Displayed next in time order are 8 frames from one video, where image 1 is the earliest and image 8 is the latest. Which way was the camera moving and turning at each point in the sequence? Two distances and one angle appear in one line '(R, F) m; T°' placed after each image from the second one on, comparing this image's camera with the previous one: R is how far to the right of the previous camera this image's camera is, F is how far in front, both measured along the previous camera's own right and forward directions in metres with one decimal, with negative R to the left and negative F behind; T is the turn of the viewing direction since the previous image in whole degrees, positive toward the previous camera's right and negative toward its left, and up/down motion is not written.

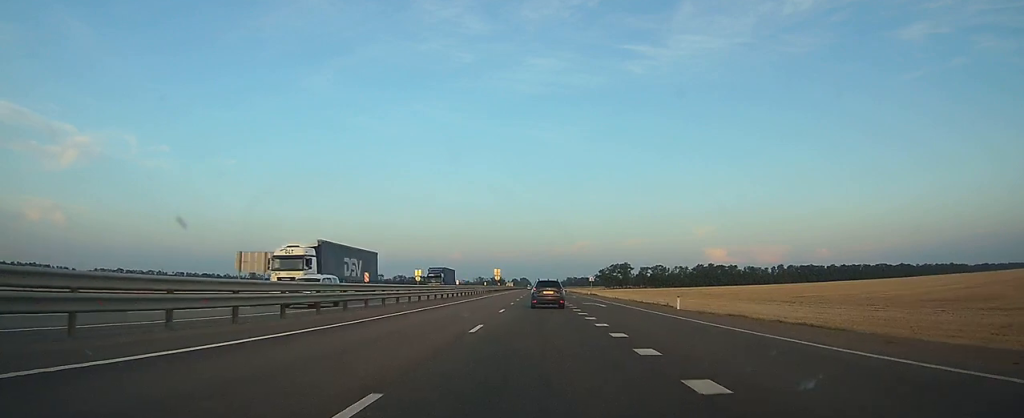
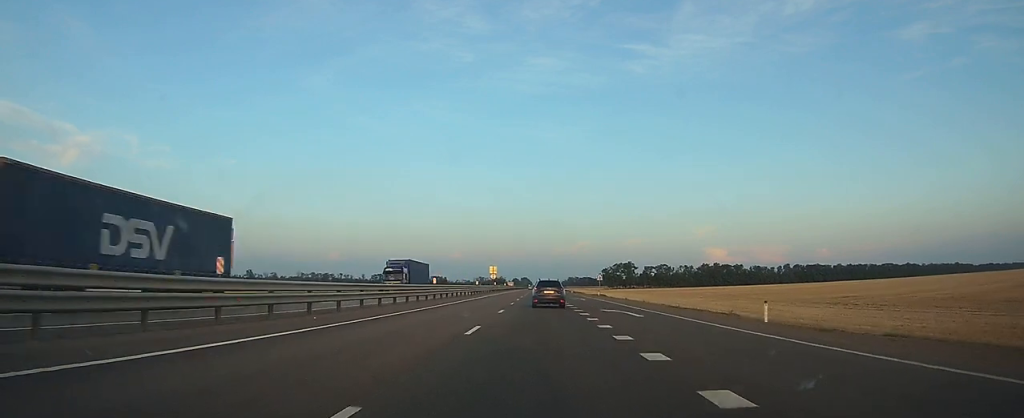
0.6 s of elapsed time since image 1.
(0.0, +12.7) m; 0°
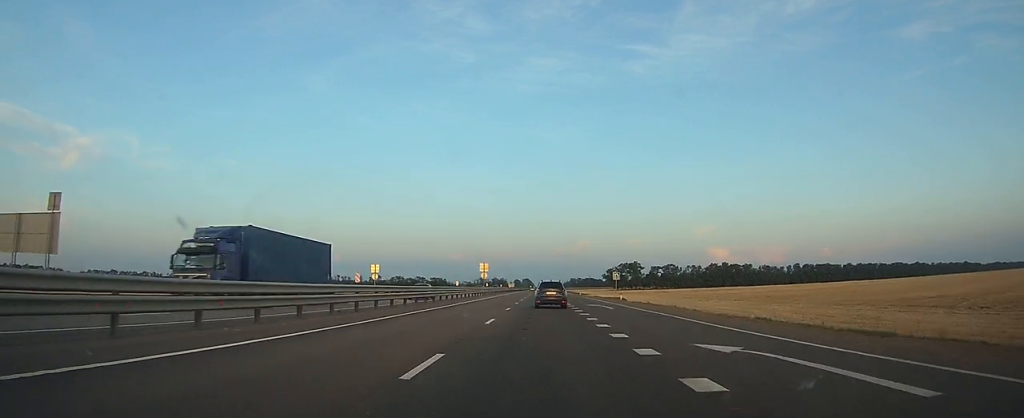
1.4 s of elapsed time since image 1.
(0.0, +18.9) m; 0°
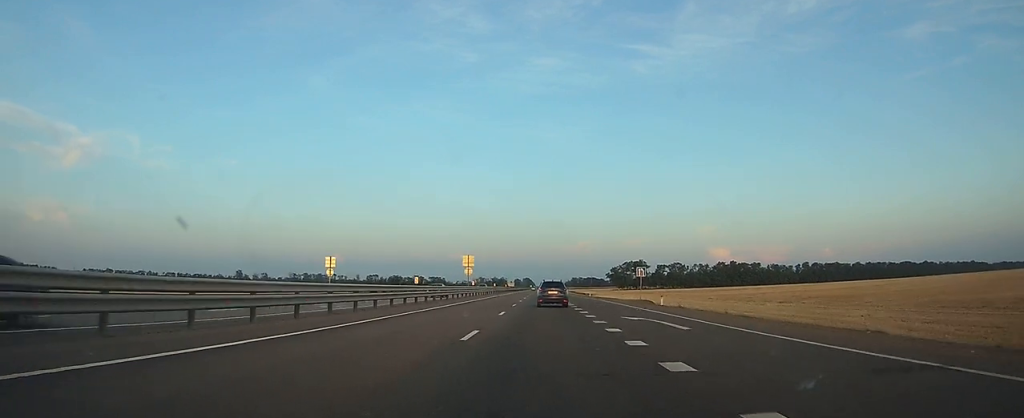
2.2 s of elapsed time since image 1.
(0.0, +18.2) m; 0°
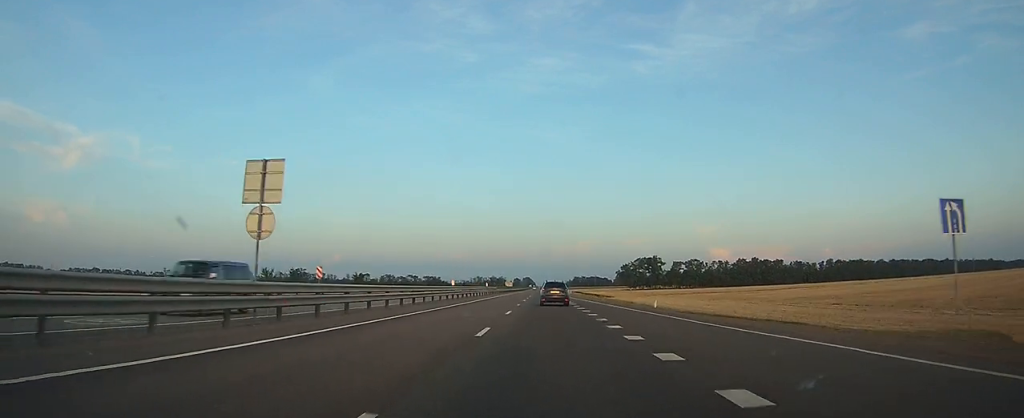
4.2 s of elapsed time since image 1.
(-0.1, +46.2) m; 0°
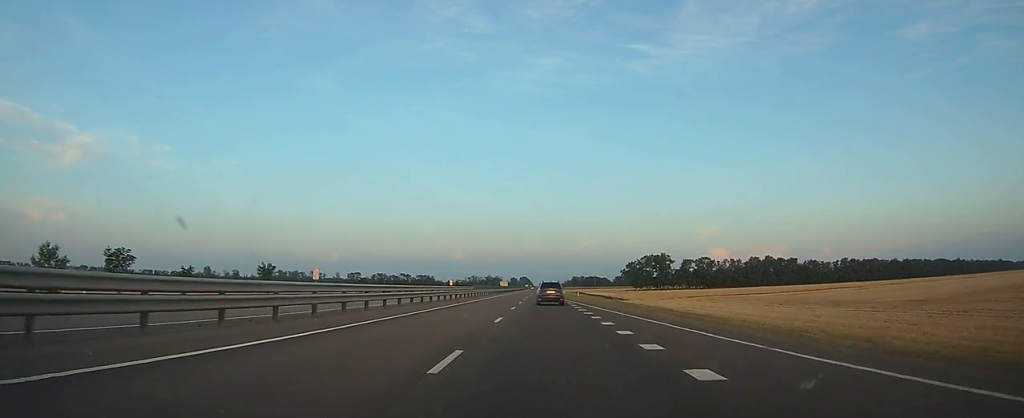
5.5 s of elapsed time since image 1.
(0.0, +29.8) m; 0°
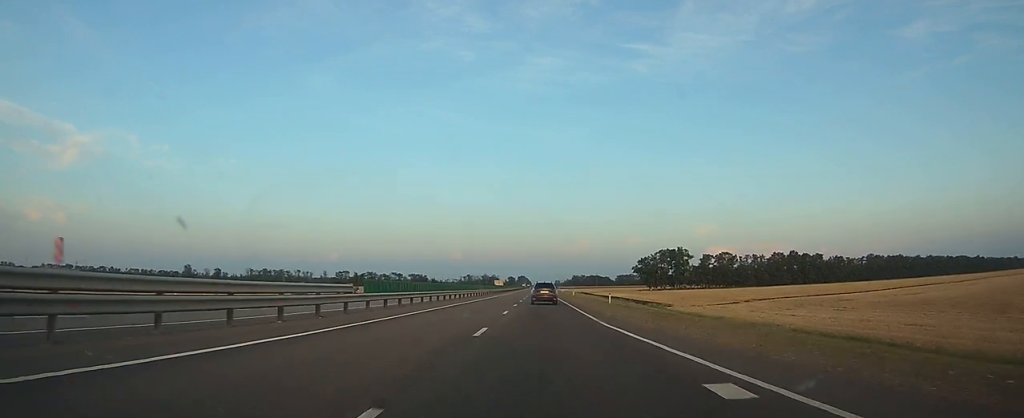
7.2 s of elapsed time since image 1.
(+0.1, +40.9) m; 0°
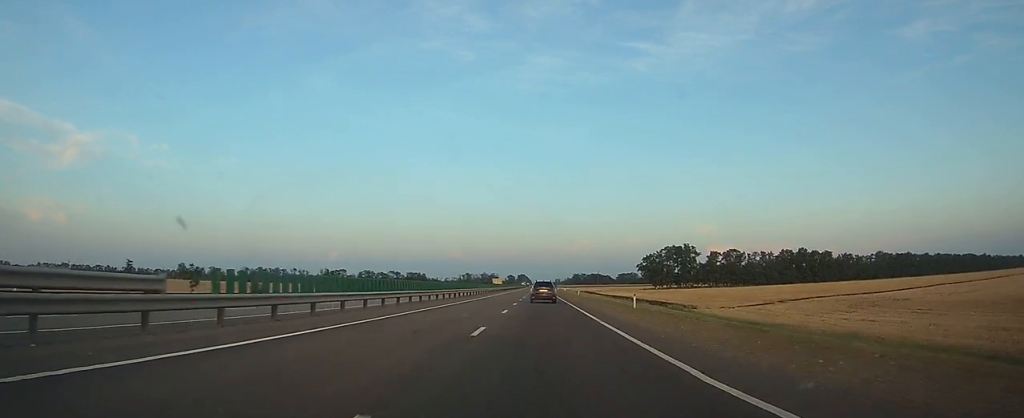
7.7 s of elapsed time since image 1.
(0.0, +12.2) m; 0°
